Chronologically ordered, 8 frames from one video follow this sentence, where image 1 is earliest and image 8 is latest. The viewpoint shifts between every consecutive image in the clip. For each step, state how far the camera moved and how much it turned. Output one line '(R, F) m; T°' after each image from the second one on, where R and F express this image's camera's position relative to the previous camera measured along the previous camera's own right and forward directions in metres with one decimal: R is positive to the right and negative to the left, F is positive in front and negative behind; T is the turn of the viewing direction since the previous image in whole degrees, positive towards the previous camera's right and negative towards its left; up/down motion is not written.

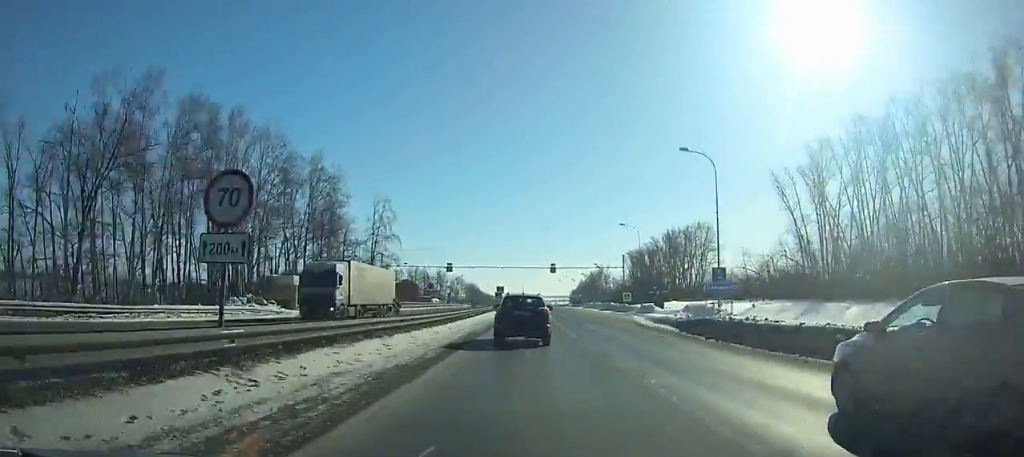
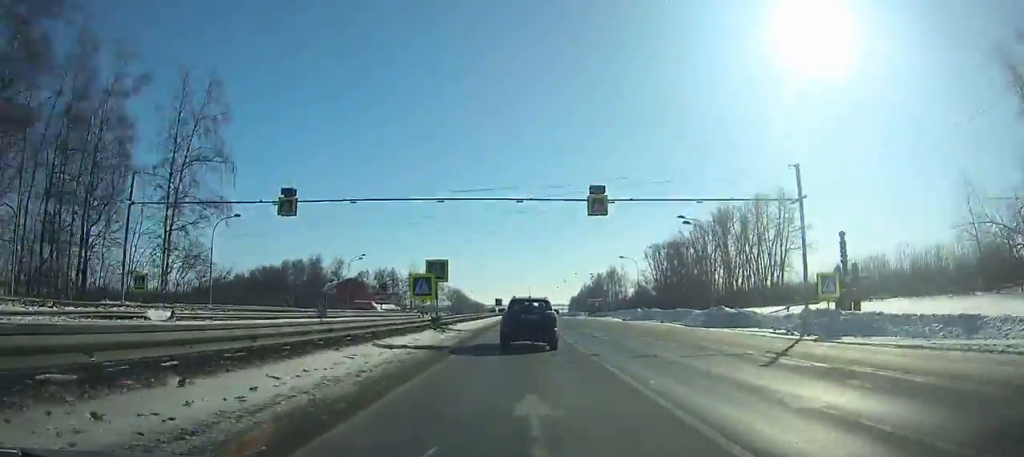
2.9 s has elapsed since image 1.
(0.0, +63.4) m; 0°
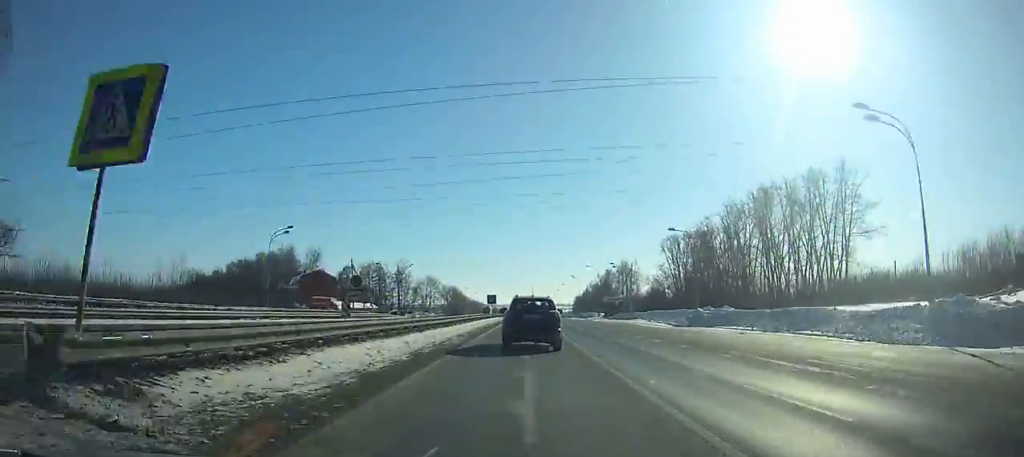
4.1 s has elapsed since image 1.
(0.0, +25.8) m; 0°
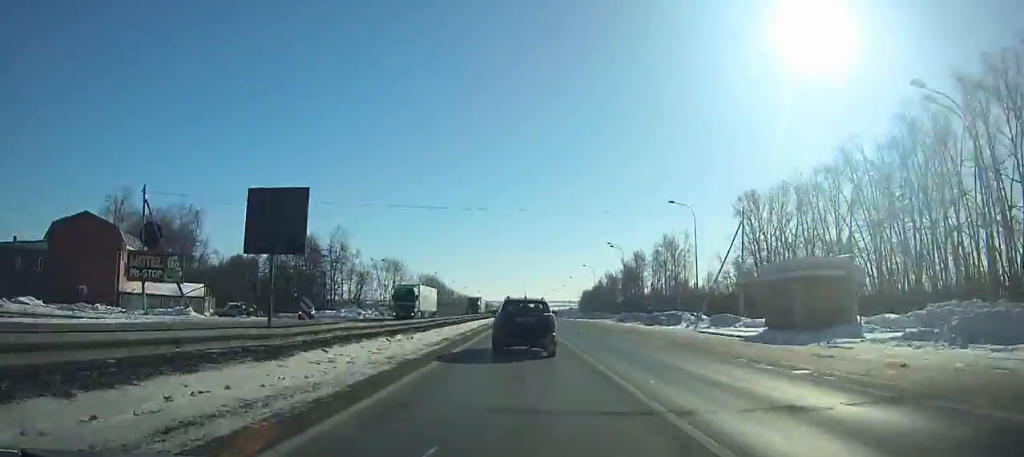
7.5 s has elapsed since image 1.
(0.0, +73.2) m; 0°
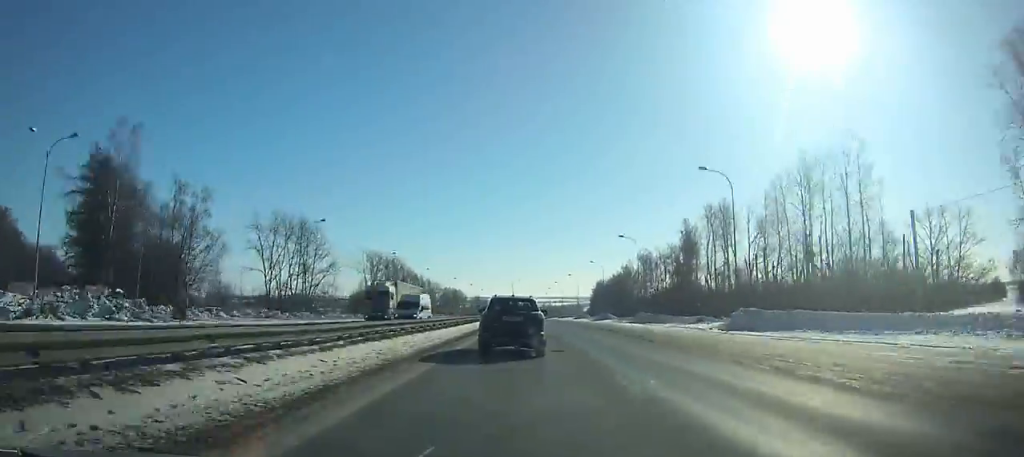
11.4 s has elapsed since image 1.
(+0.3, +87.4) m; +1°
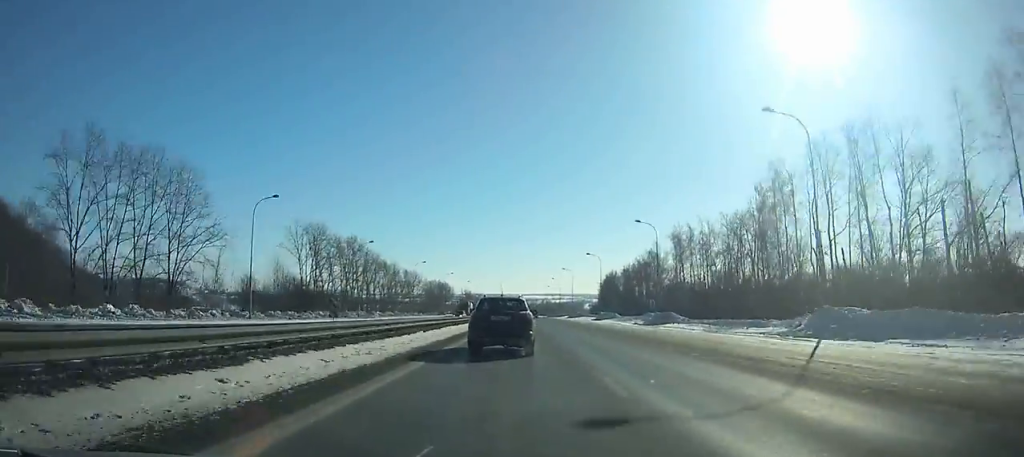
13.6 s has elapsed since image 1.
(+0.3, +51.9) m; 0°
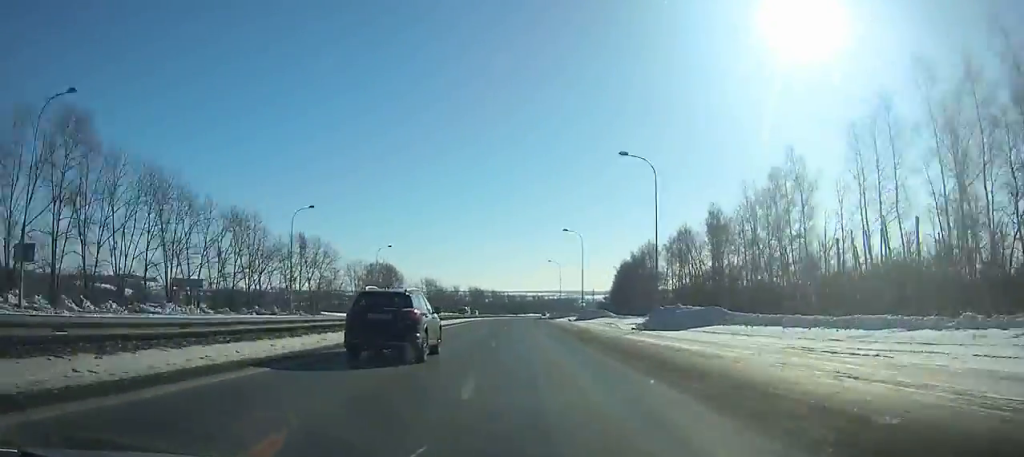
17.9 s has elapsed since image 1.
(+0.5, +103.4) m; 0°
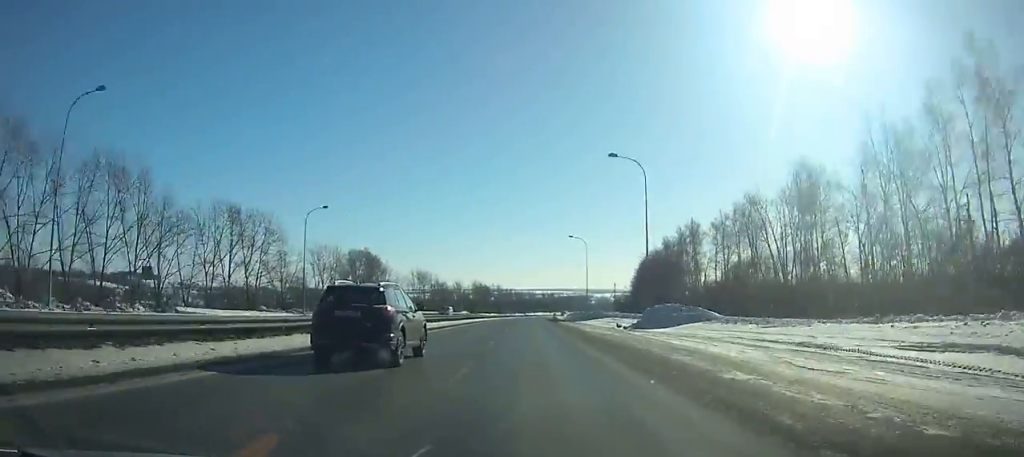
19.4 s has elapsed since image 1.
(0.0, +35.0) m; 0°
